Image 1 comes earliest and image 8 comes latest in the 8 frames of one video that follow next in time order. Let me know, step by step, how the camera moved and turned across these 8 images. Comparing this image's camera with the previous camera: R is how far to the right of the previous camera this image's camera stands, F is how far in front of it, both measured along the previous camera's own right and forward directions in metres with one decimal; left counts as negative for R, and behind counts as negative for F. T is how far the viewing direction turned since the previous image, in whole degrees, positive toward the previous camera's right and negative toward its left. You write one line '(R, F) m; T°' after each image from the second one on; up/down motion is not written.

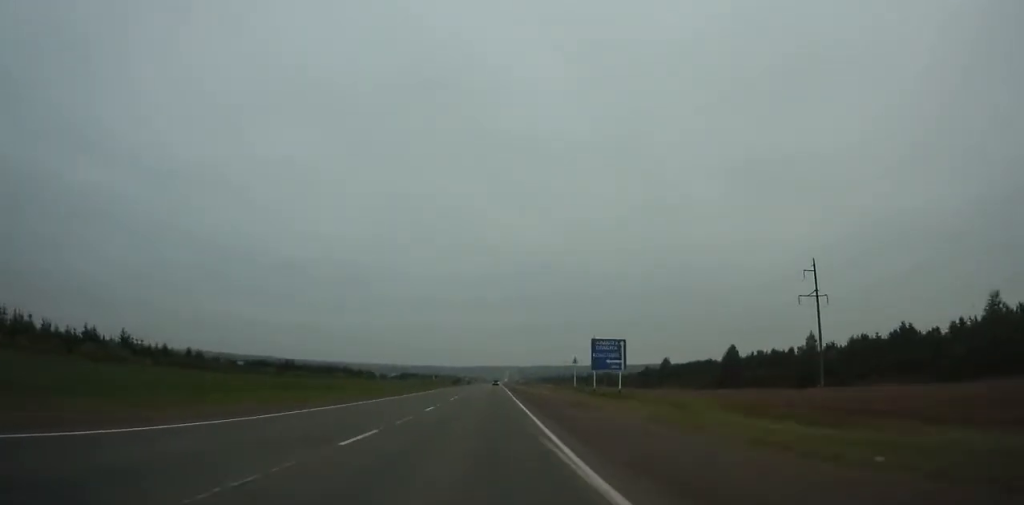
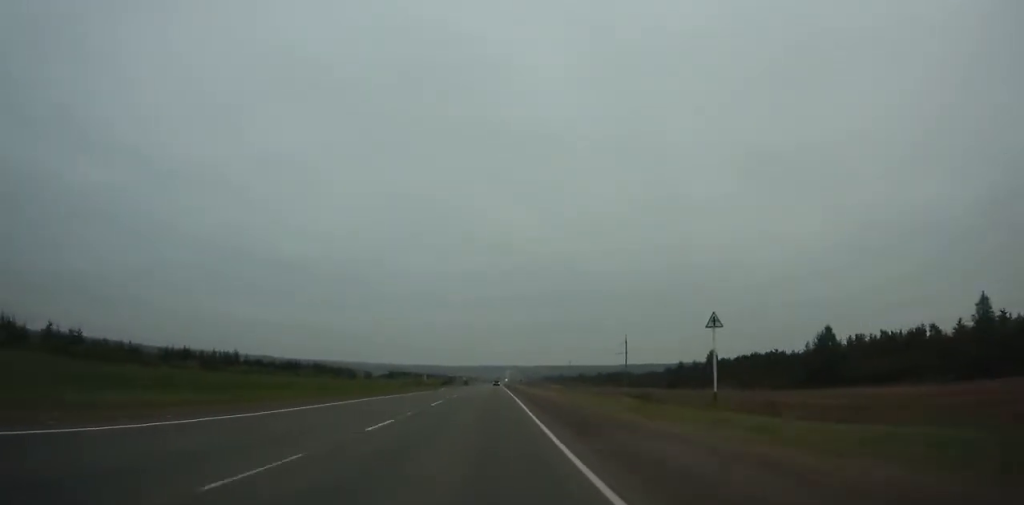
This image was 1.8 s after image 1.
(-0.2, +46.1) m; 0°
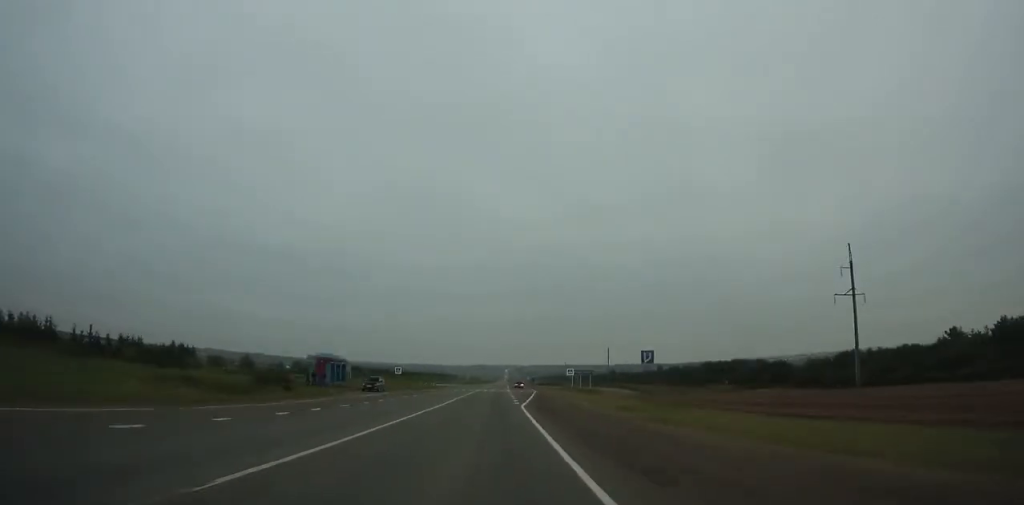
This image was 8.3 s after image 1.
(+0.2, +161.0) m; 0°
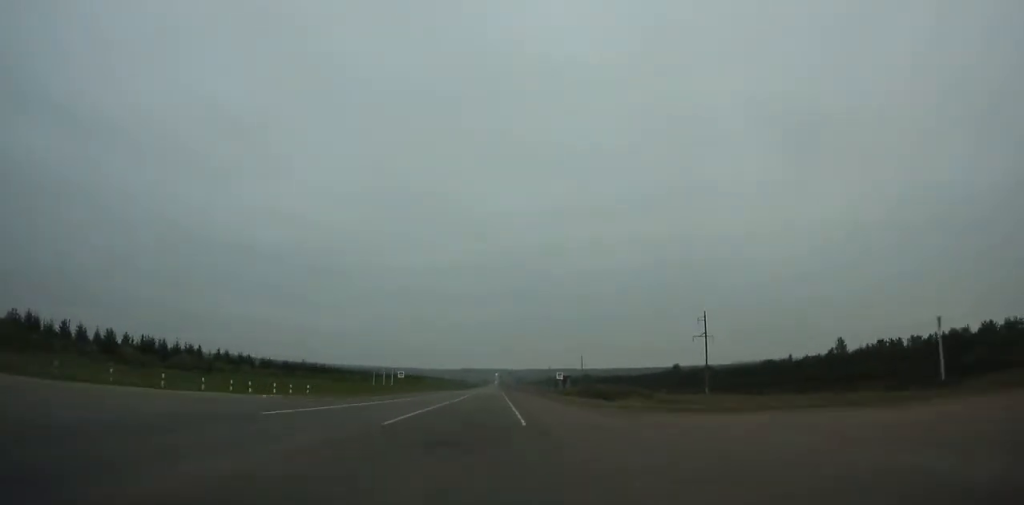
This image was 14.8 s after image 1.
(+0.9, +155.5) m; +1°
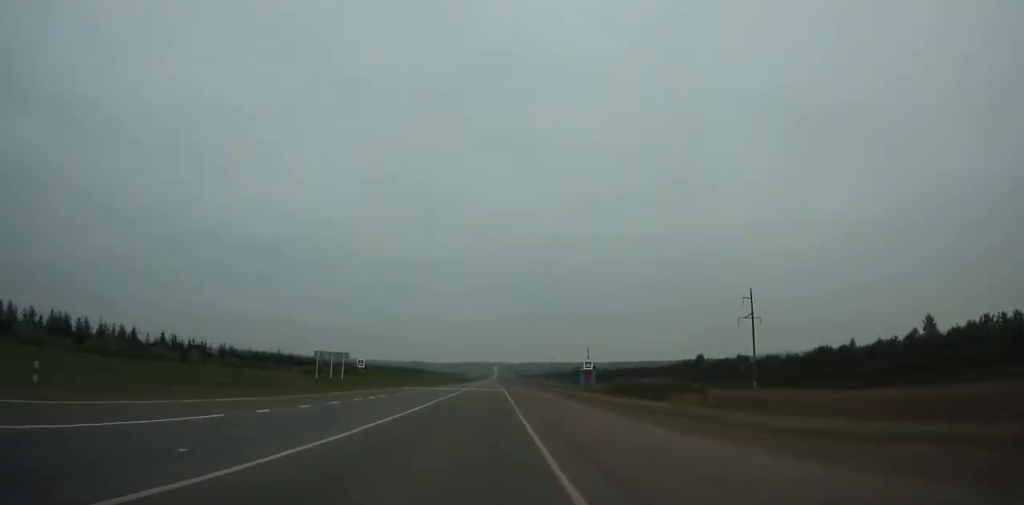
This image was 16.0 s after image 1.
(0.0, +29.2) m; 0°
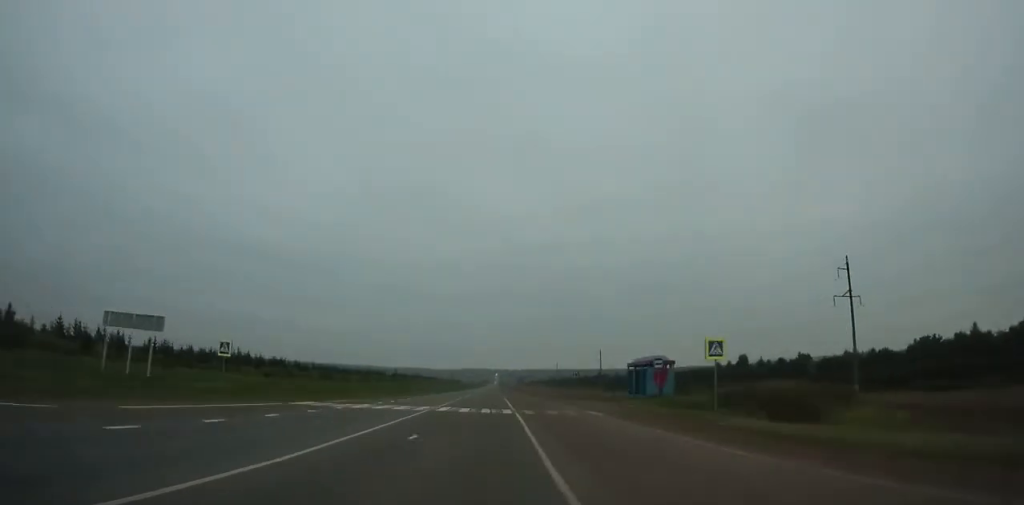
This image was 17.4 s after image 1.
(+0.1, +34.7) m; 0°
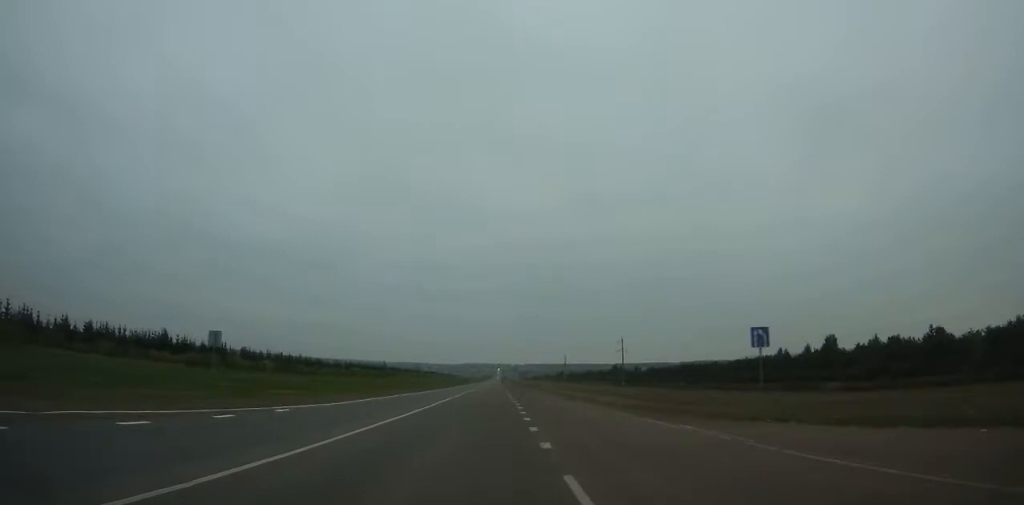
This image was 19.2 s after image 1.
(0.0, +45.2) m; 0°
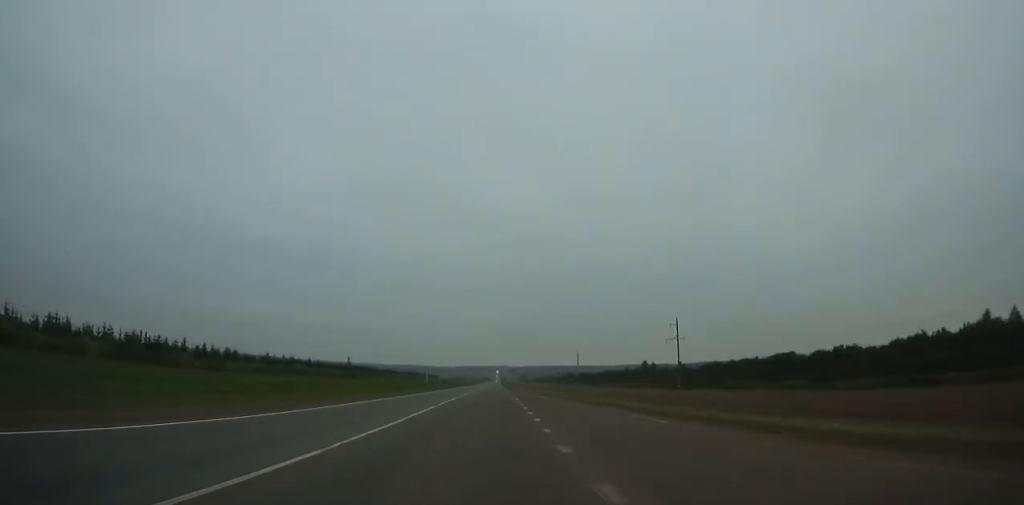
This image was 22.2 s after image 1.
(-0.3, +77.2) m; 0°
